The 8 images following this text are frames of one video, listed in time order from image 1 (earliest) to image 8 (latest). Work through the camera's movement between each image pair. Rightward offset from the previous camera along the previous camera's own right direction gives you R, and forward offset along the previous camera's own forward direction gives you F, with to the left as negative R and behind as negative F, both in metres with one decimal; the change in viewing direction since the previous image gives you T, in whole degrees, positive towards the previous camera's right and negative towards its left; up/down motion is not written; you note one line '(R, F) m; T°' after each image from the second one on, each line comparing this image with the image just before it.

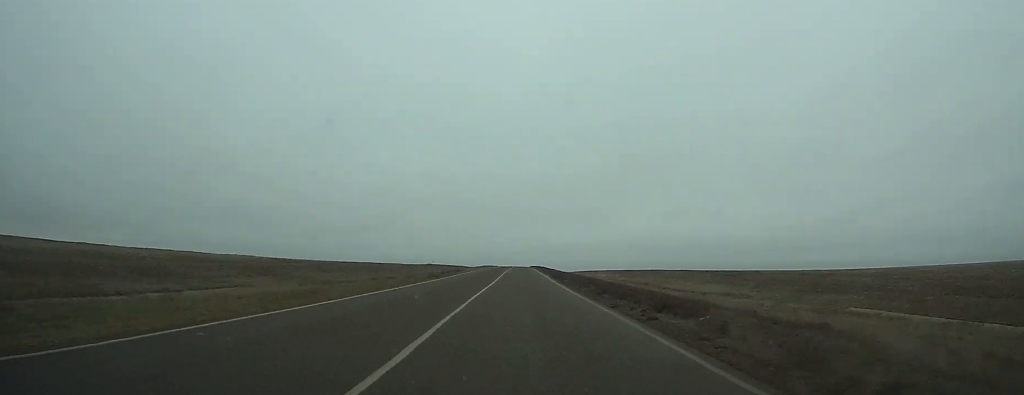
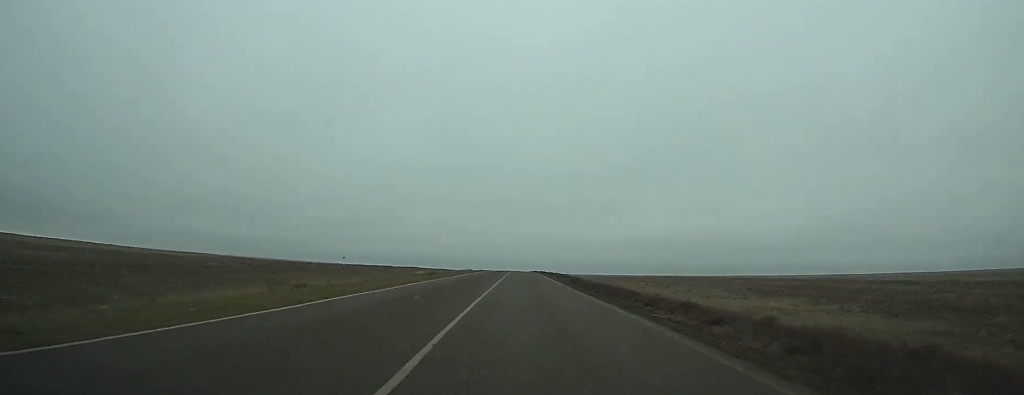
(-0.5, +108.7) m; 0°
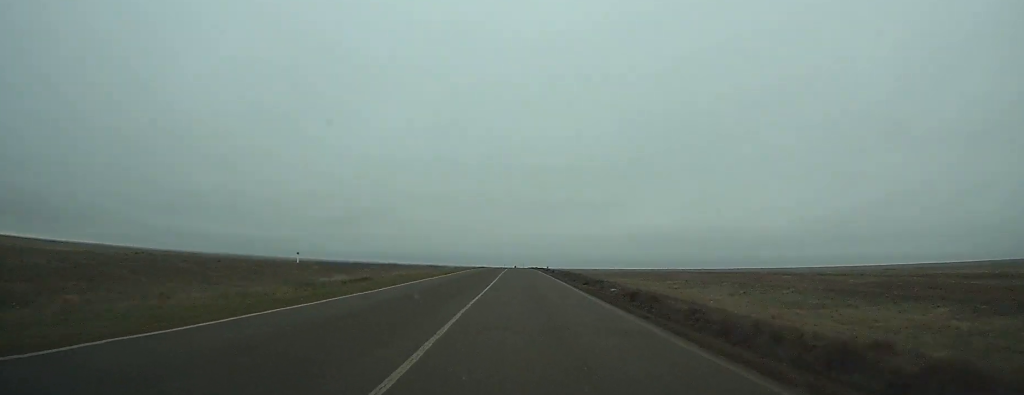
(0.0, +21.5) m; 0°
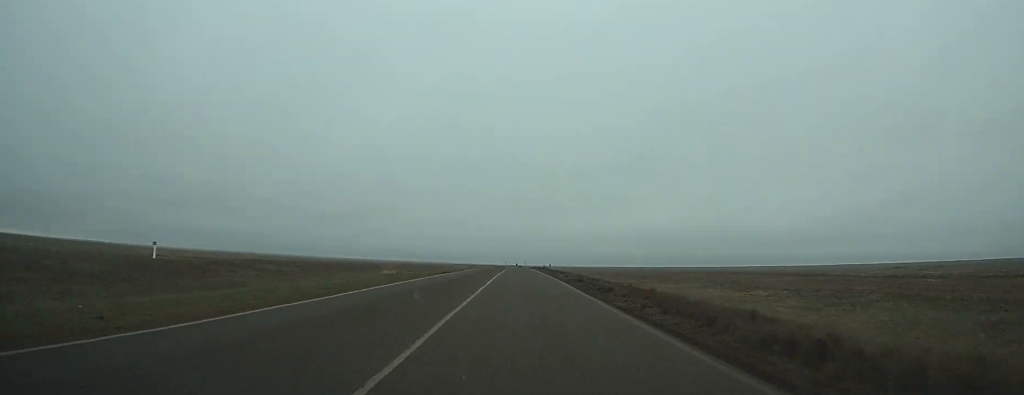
(0.0, +37.4) m; 0°
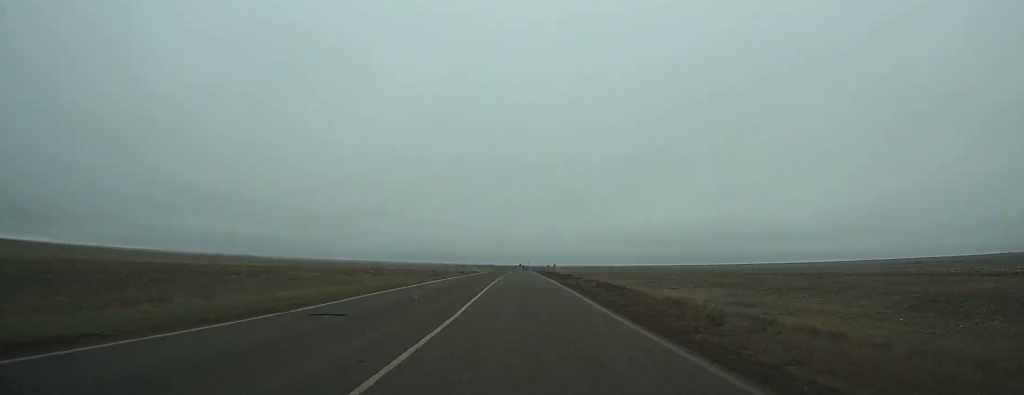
(+0.1, +43.3) m; 0°
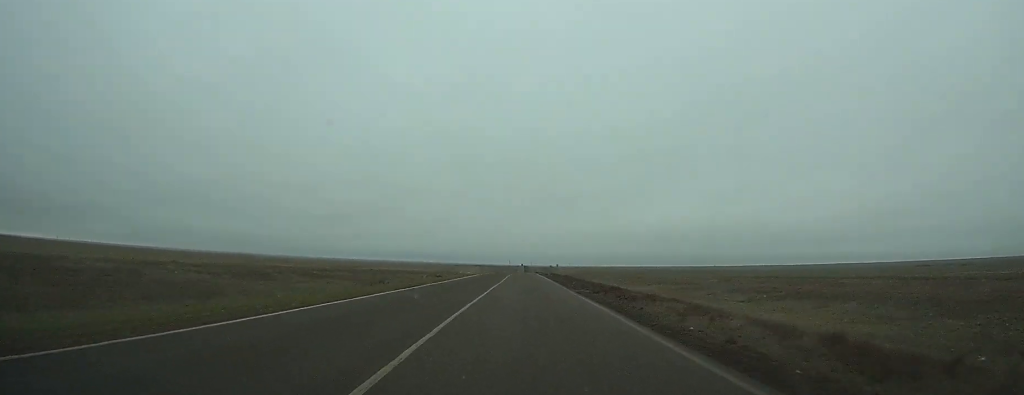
(0.0, +25.3) m; 0°
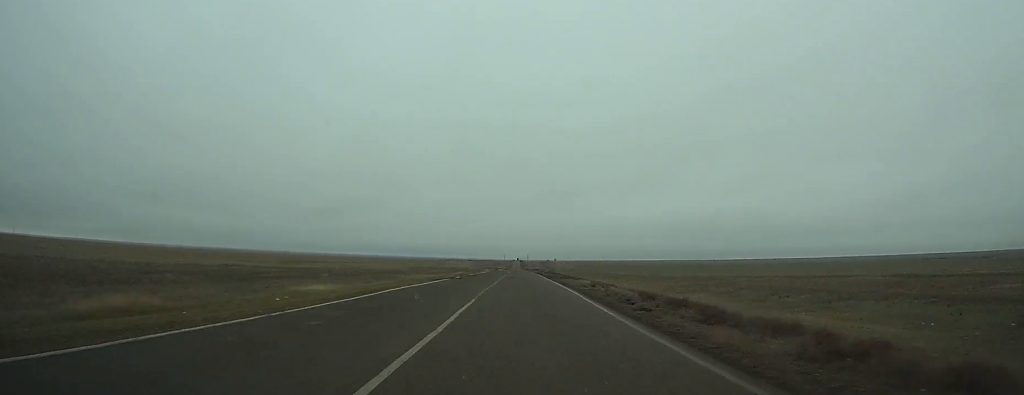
(0.0, +69.8) m; 0°
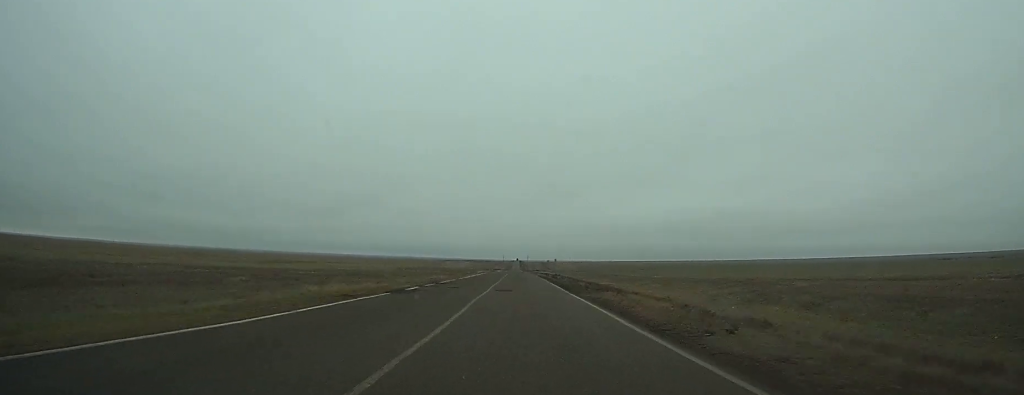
(0.0, +21.9) m; 0°
